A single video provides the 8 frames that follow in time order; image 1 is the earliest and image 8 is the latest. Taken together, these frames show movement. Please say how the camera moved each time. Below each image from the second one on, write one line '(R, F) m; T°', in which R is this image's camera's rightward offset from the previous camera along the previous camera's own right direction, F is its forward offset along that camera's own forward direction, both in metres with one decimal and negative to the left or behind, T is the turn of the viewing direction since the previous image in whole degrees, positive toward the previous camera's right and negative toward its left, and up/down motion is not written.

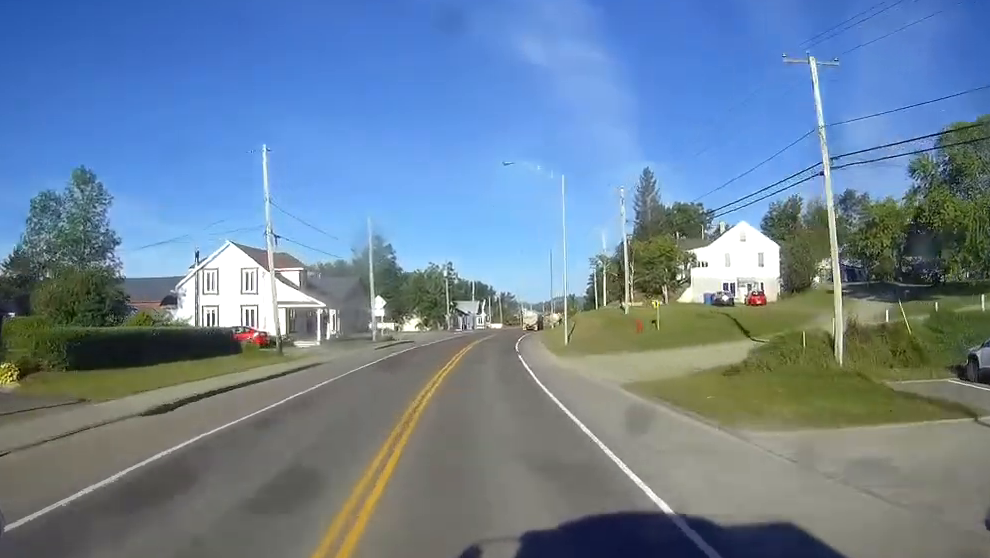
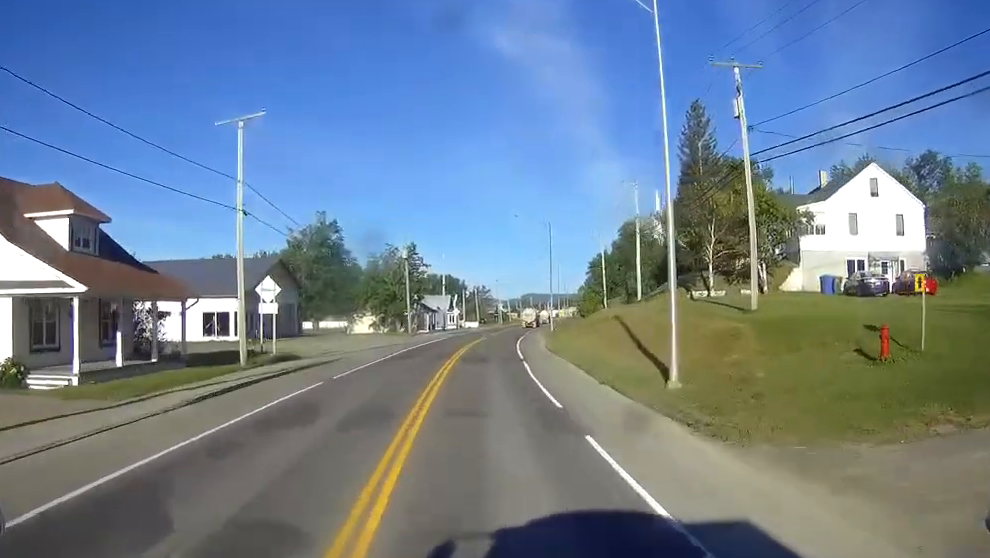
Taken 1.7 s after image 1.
(+0.6, +34.8) m; +2°
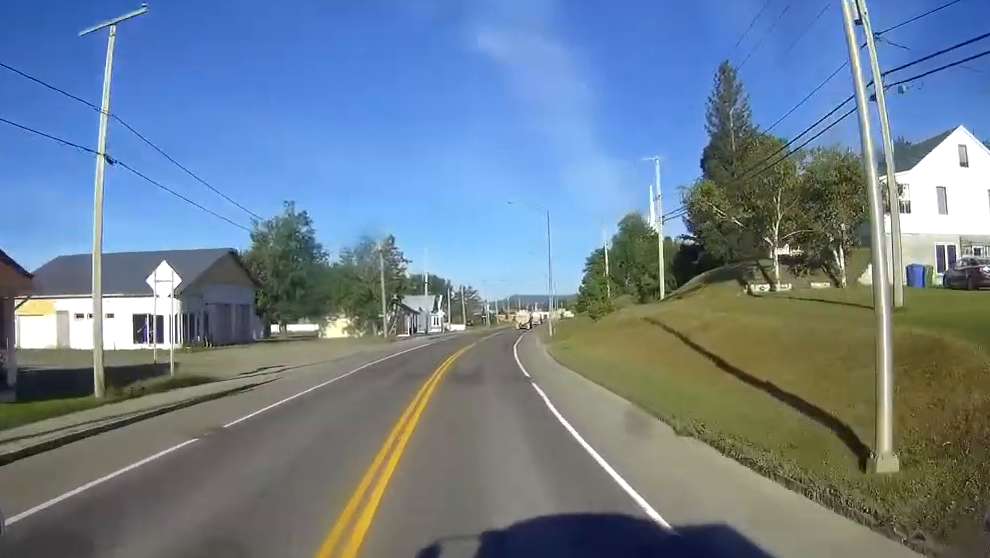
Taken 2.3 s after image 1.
(+0.1, +12.9) m; +1°
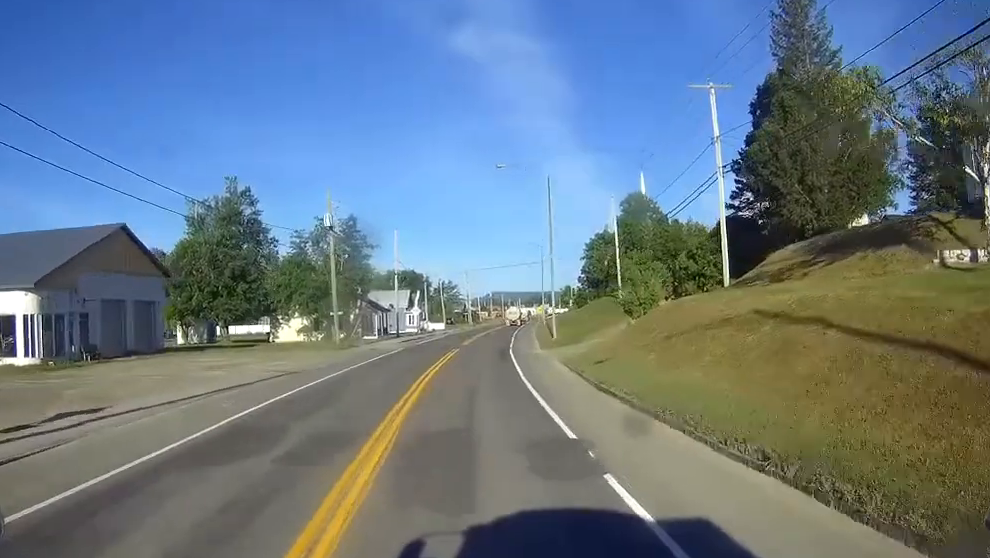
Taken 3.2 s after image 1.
(+0.2, +18.3) m; +1°
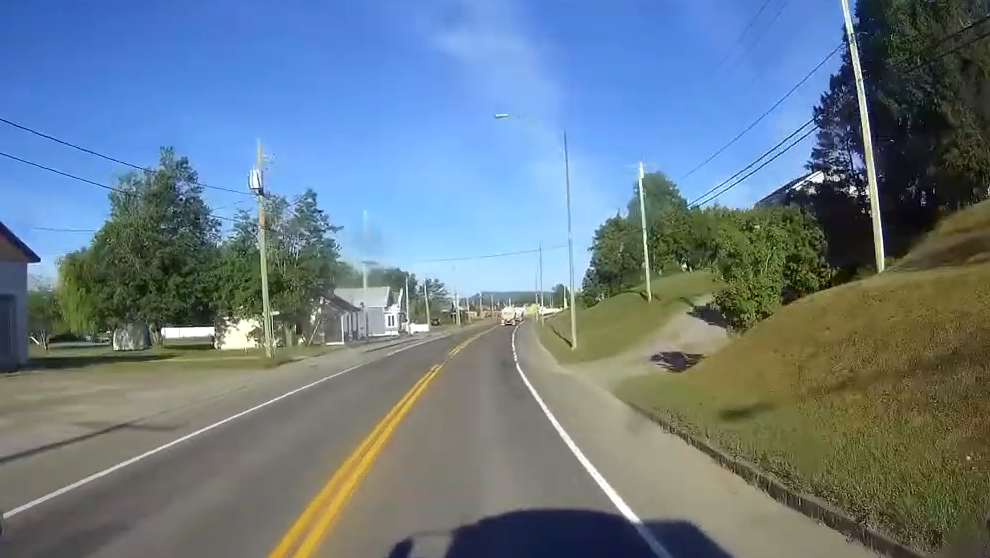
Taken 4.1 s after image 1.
(+0.2, +16.9) m; +1°
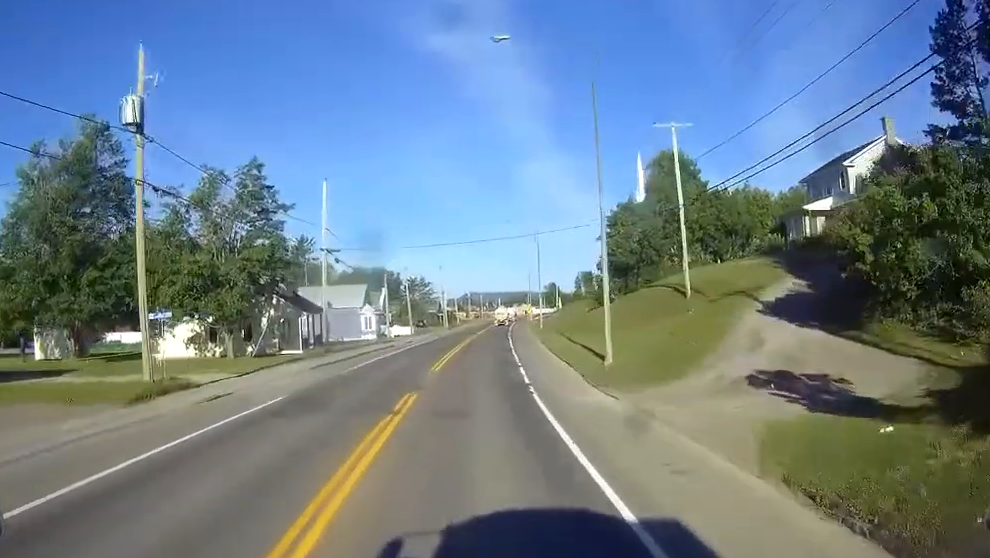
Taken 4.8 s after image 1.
(0.0, +14.2) m; +1°
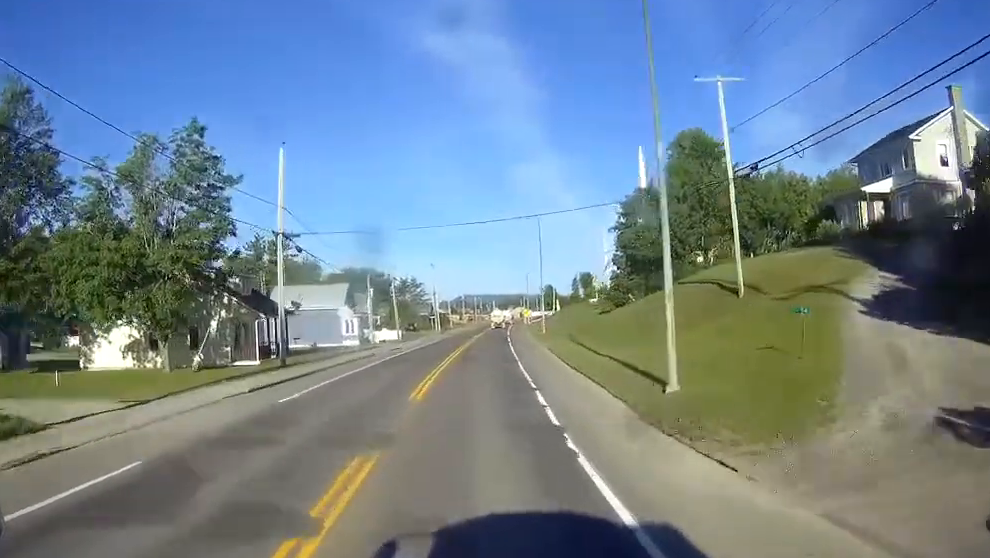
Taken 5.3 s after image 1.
(+0.1, +10.8) m; 0°
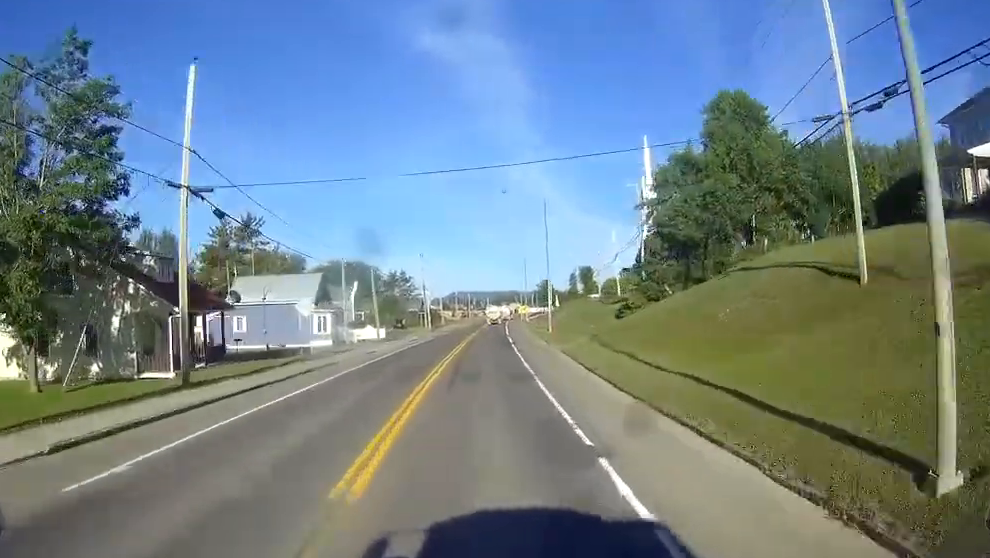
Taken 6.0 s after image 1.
(0.0, +13.5) m; 0°
